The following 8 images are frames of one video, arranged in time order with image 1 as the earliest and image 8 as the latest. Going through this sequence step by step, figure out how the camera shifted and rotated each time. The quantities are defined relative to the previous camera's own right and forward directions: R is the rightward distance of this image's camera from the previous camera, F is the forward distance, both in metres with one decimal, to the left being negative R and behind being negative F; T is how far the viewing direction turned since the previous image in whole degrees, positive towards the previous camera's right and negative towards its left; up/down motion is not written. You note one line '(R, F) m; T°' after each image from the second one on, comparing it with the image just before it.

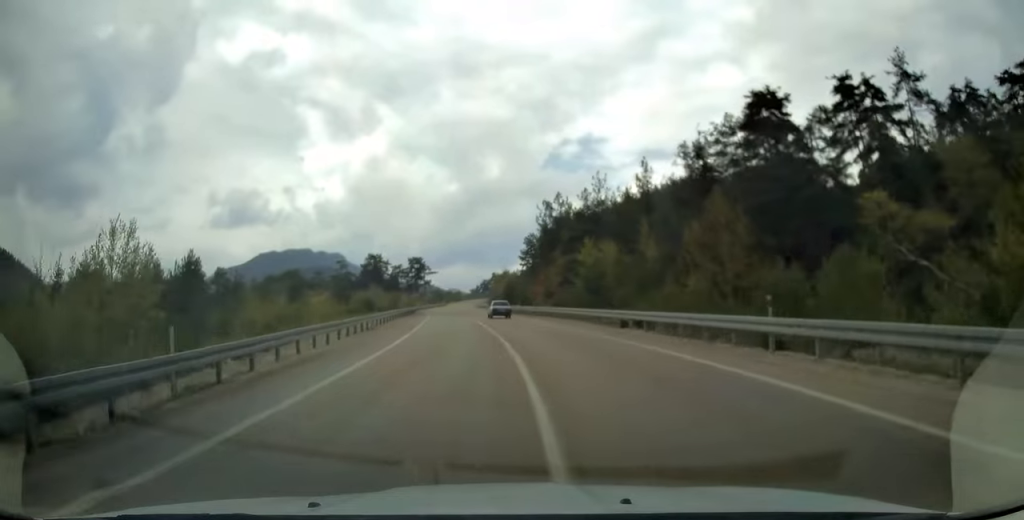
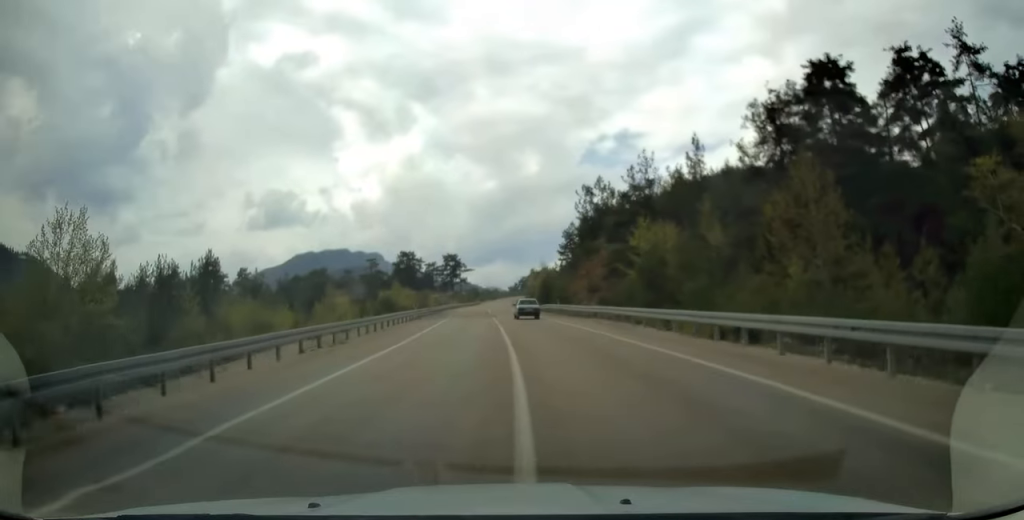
(-0.3, +10.3) m; -4°
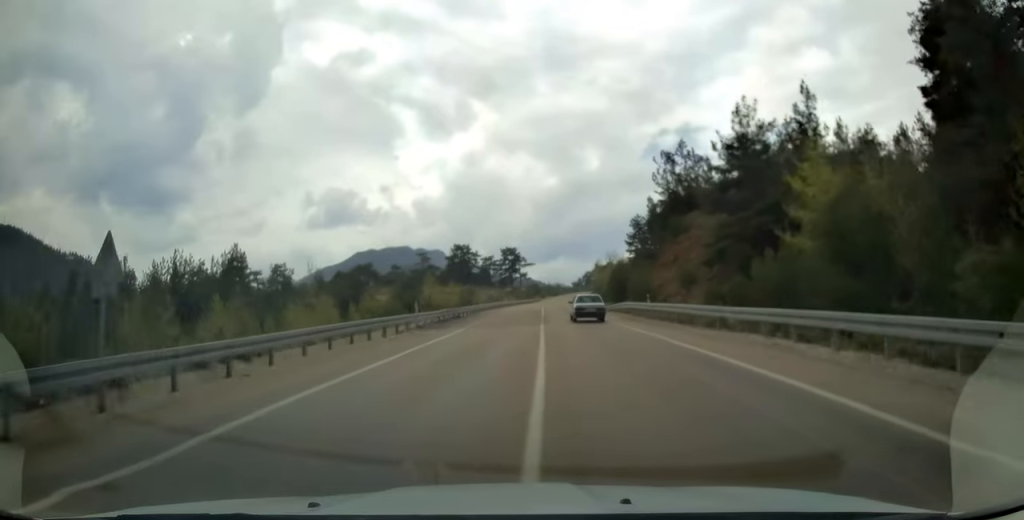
(-1.0, +18.7) m; -5°
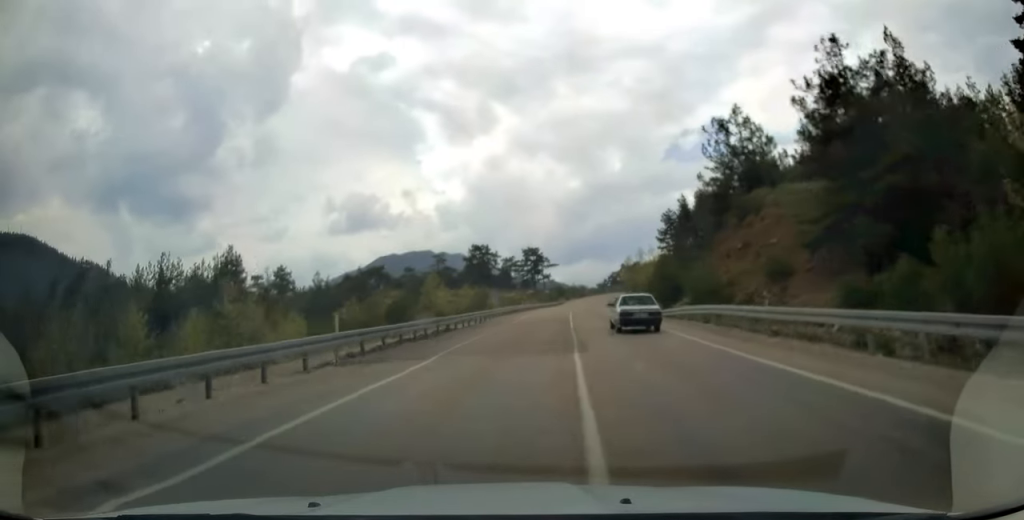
(-0.4, +14.2) m; -2°
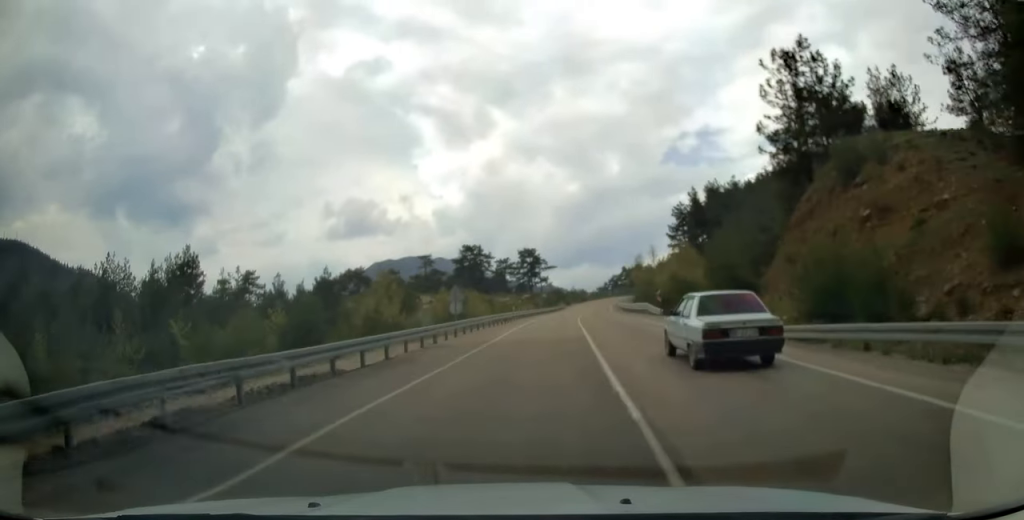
(-0.2, +18.0) m; 0°
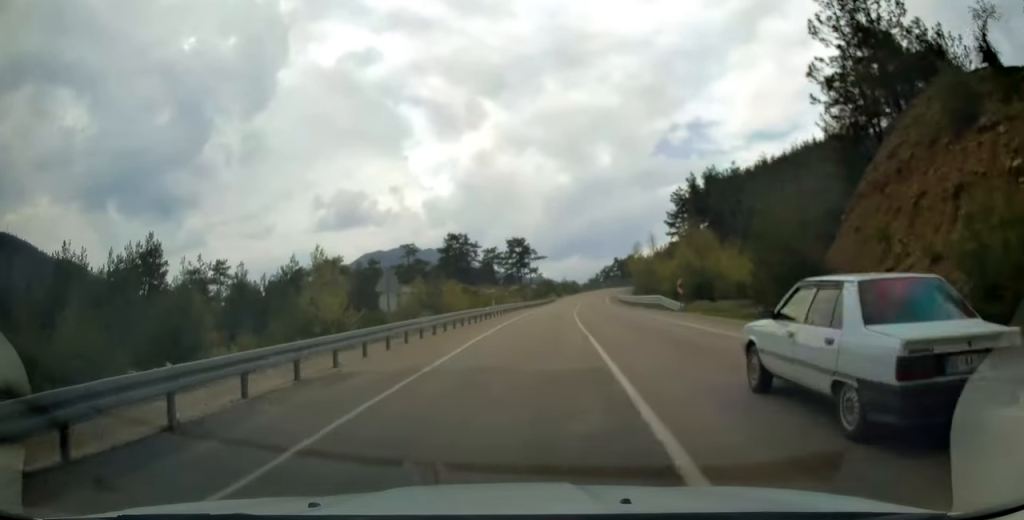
(-0.1, +10.2) m; 0°
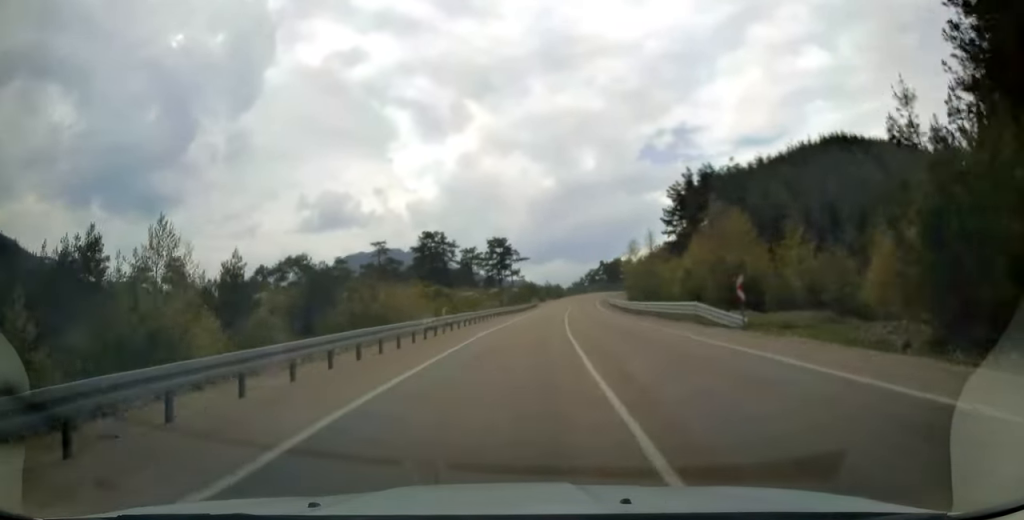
(+0.1, +13.9) m; +1°
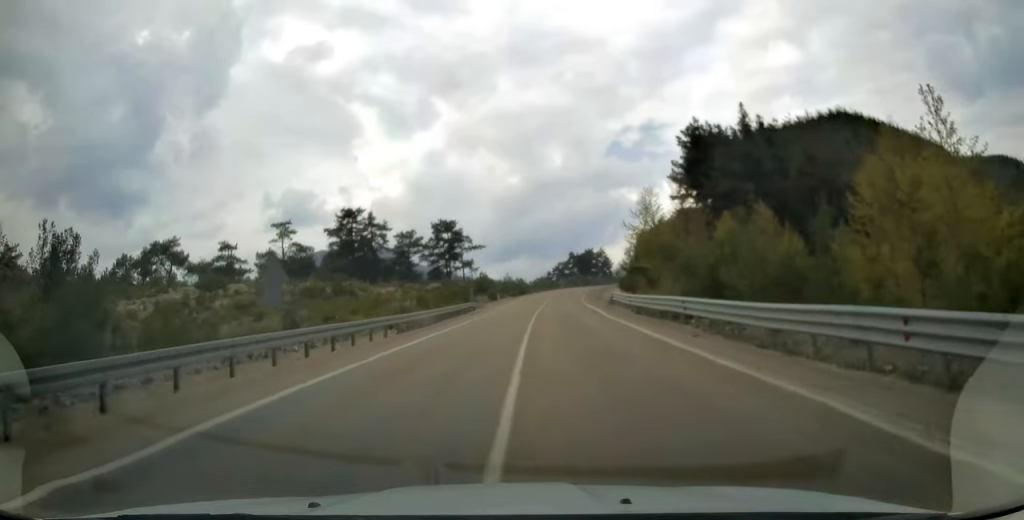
(+1.2, +42.0) m; +3°
